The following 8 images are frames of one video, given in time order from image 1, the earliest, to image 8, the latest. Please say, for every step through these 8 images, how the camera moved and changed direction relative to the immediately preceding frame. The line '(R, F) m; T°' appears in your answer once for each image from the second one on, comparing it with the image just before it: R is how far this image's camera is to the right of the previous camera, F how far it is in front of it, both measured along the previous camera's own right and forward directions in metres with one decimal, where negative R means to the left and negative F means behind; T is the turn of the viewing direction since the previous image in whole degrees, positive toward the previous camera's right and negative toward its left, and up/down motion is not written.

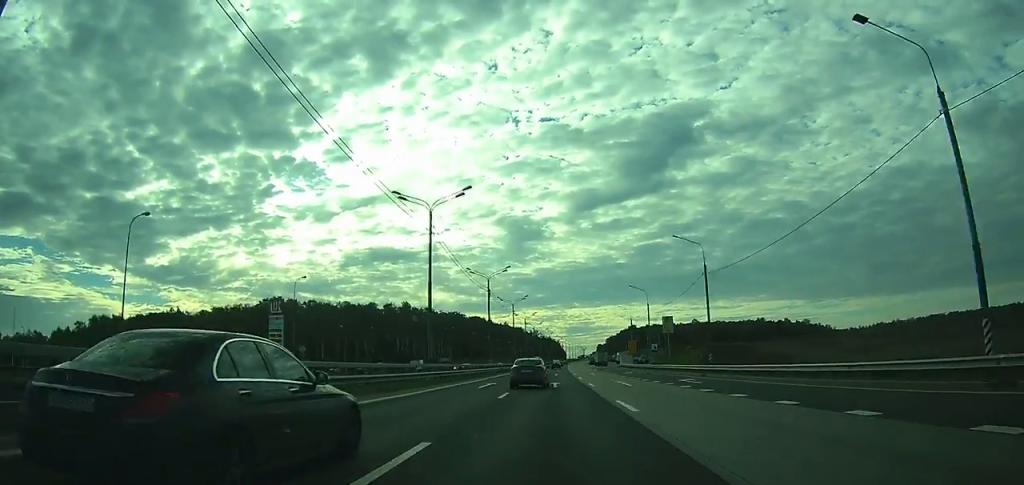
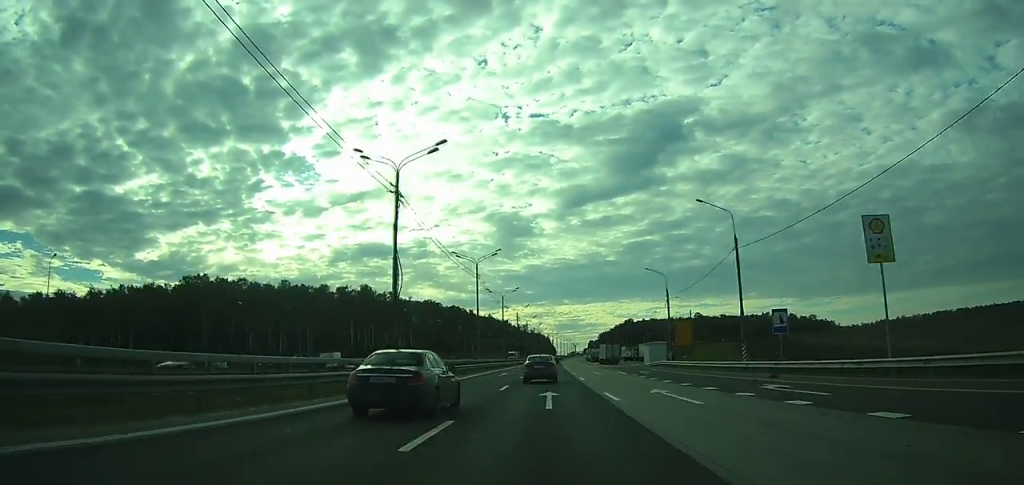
(0.0, +45.1) m; 0°
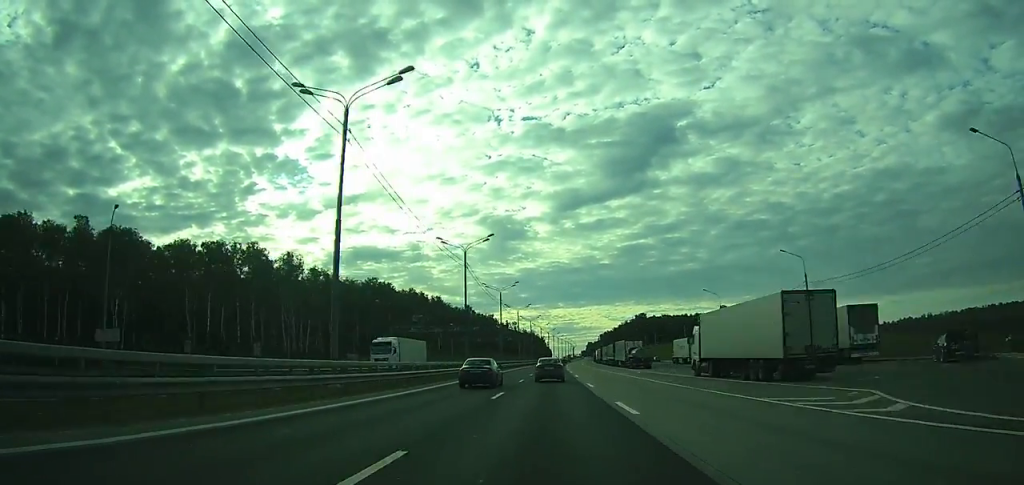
(+0.8, +80.6) m; +1°
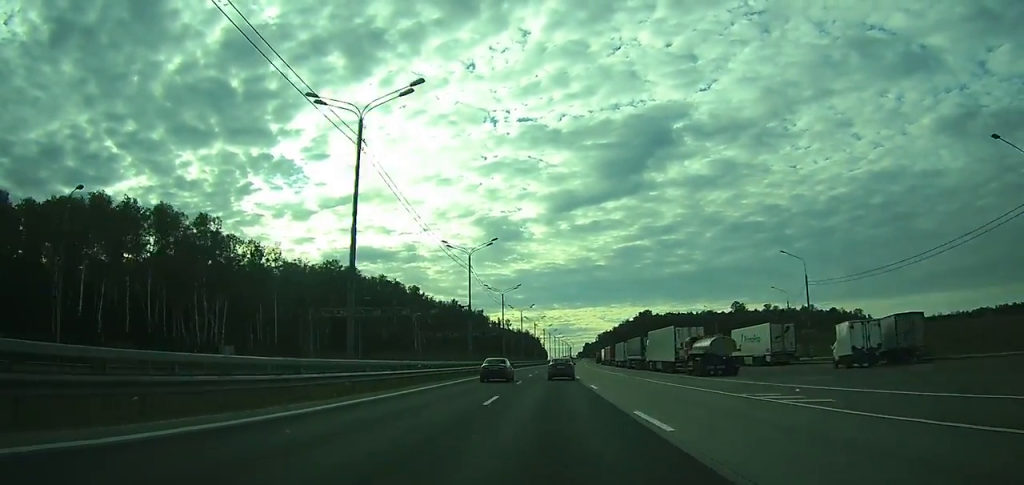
(+0.1, +33.6) m; 0°
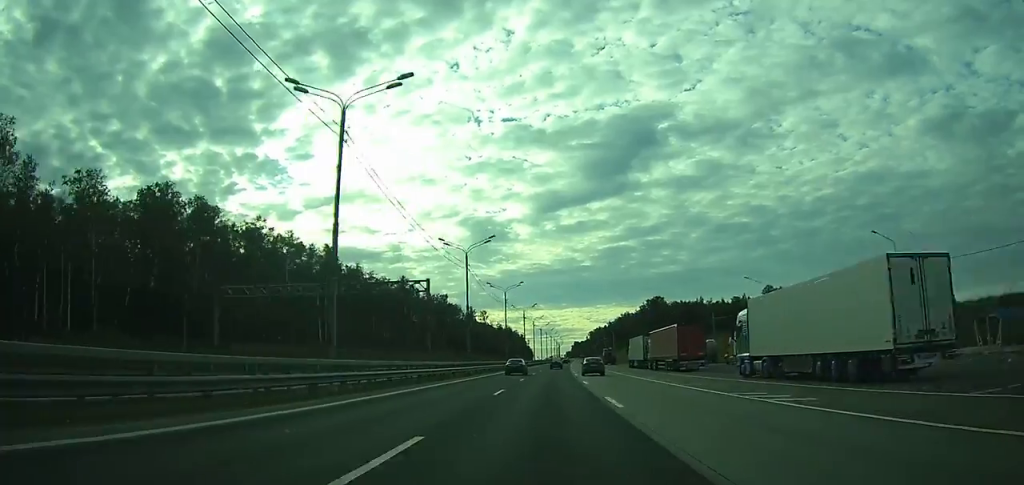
(+0.7, +75.8) m; +1°
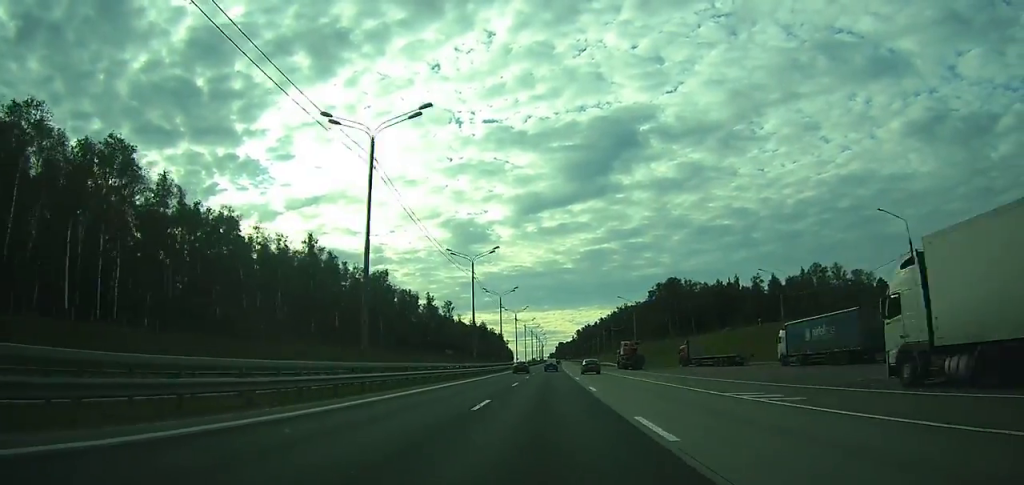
(+0.8, +73.3) m; +1°
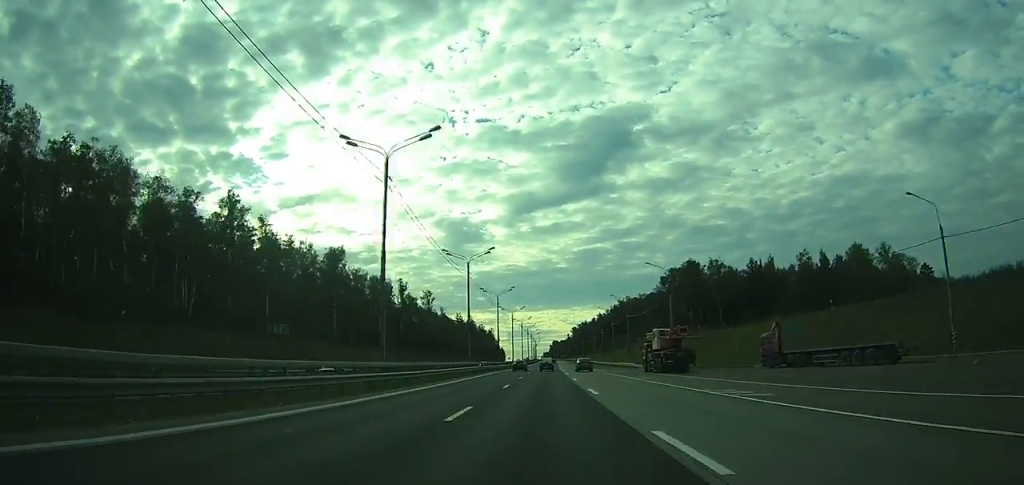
(+0.3, +36.9) m; +1°
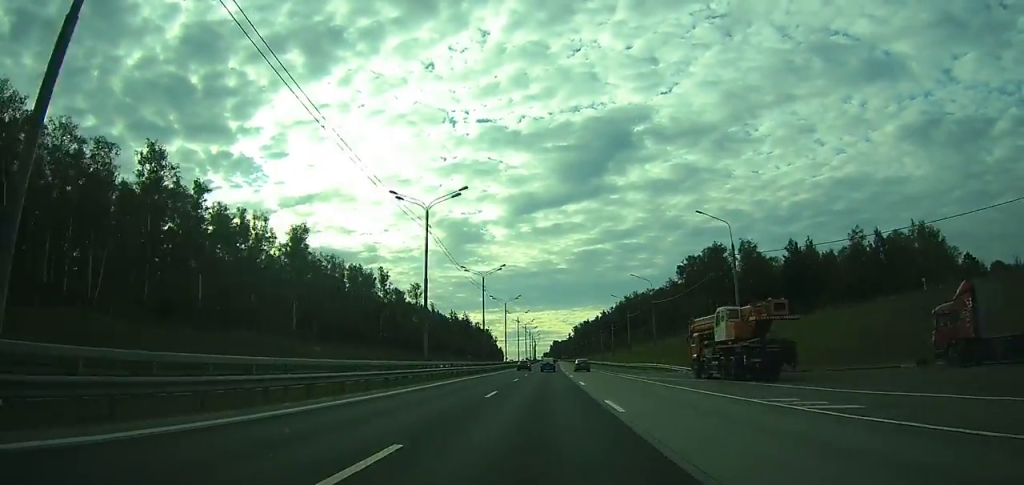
(+0.1, +25.0) m; 0°
